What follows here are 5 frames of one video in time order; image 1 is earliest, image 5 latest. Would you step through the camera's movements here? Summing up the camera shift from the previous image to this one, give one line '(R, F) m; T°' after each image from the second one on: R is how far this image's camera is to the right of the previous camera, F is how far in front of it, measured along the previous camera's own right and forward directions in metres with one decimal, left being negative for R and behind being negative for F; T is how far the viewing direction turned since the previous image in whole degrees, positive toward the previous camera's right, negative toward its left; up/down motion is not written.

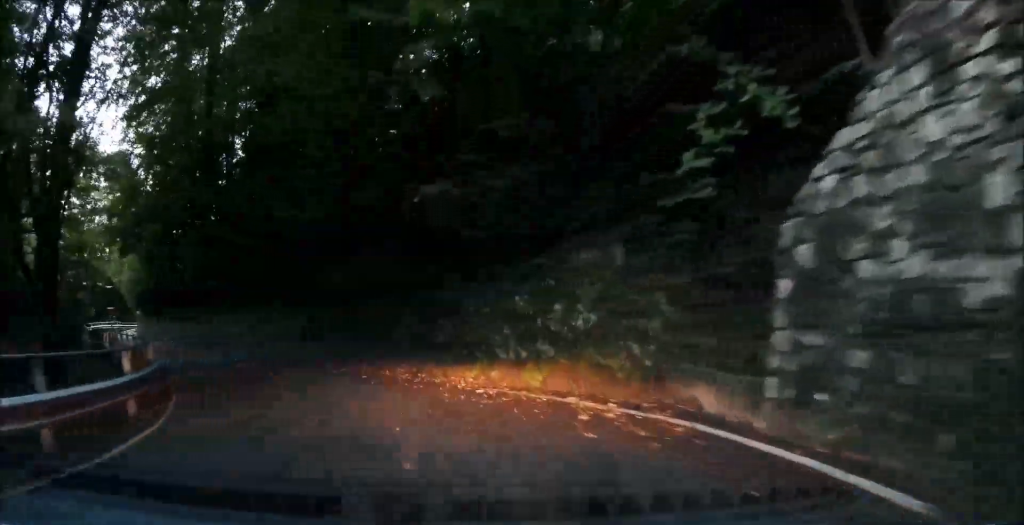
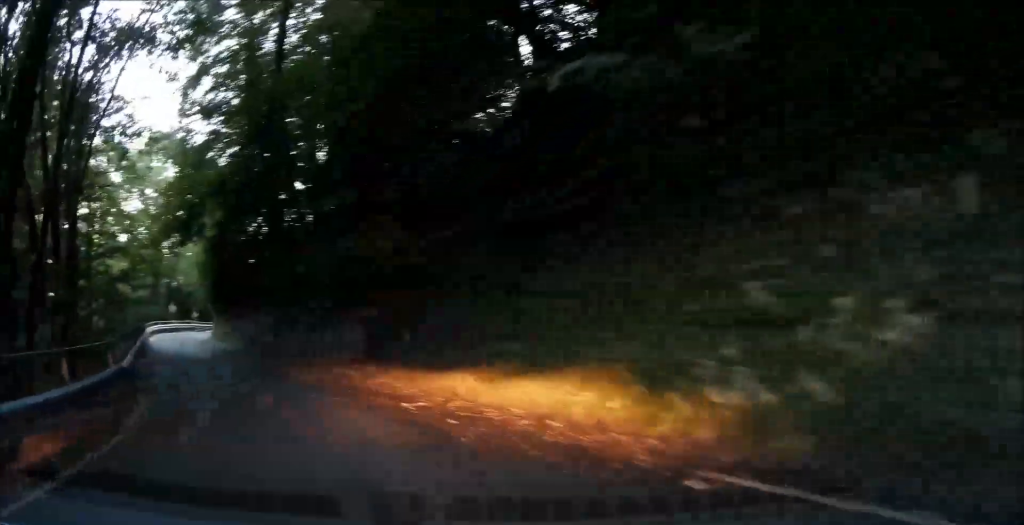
(-0.4, +5.6) m; -6°
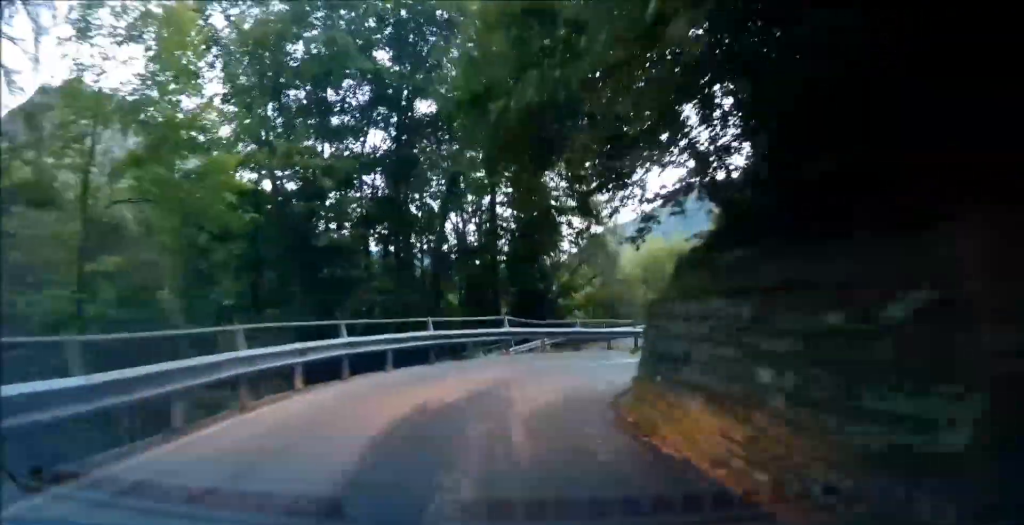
(-12.1, +39.3) m; -19°
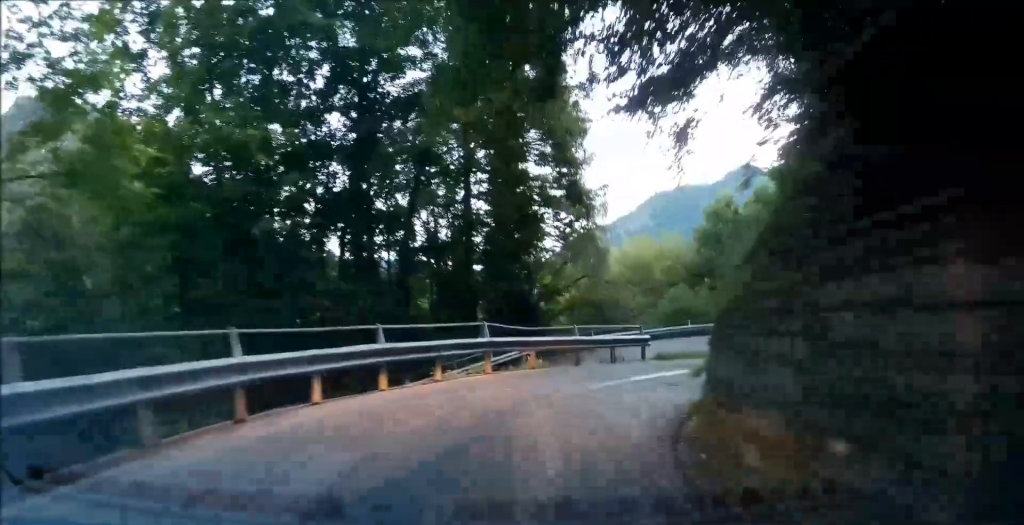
(0.0, +4.4) m; +2°
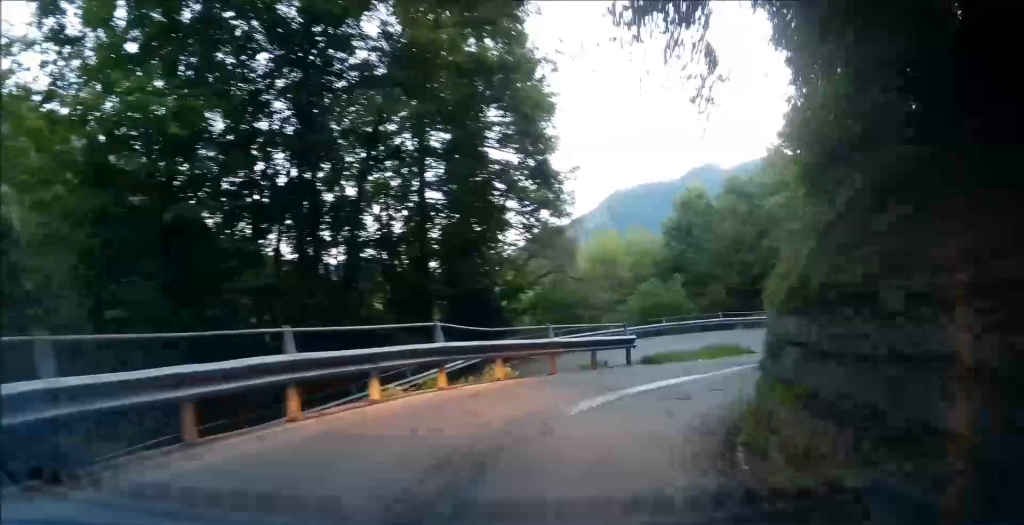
(+0.1, +3.2) m; +2°
